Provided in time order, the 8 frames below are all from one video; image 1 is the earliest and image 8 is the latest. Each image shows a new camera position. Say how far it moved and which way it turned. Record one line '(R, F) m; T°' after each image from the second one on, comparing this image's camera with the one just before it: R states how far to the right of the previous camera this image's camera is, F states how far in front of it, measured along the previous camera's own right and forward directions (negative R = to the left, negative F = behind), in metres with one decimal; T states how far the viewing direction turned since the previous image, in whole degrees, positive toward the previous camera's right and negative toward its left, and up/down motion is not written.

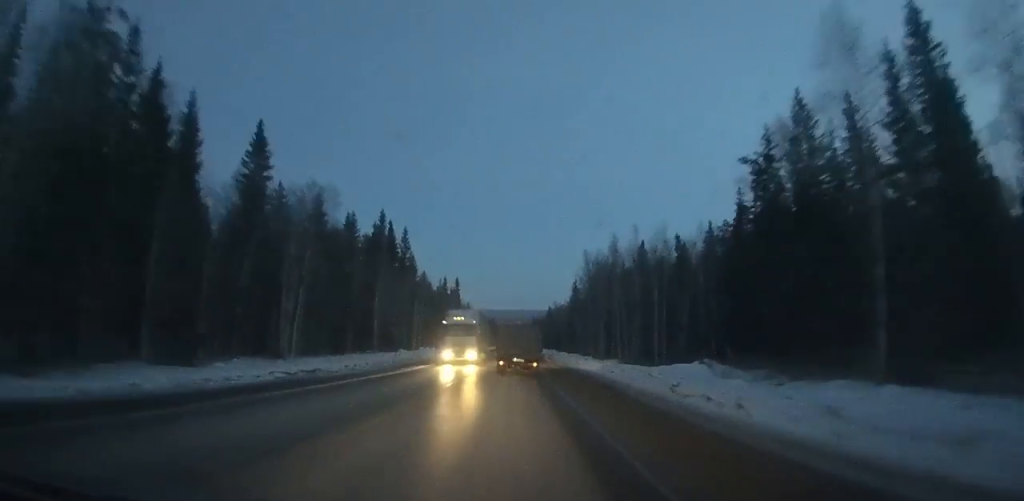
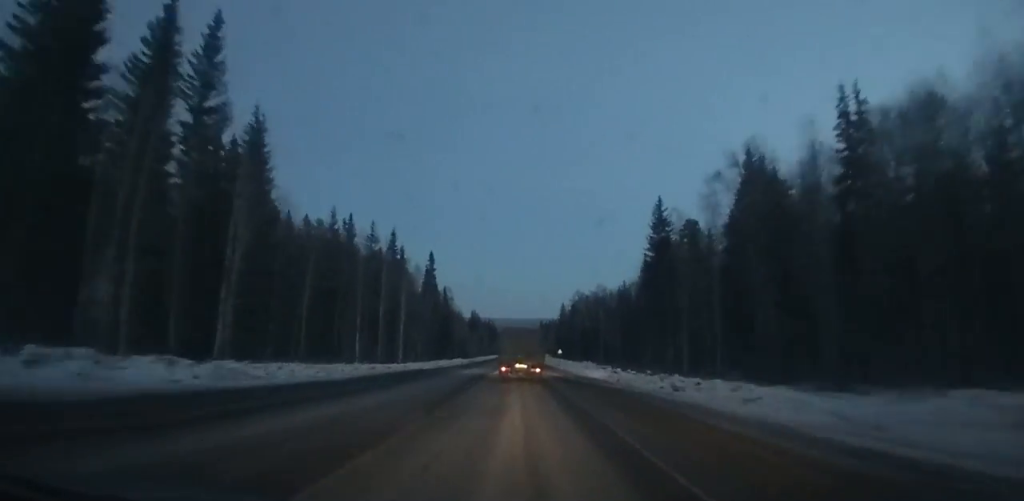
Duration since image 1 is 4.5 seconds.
(-0.3, +85.6) m; 0°
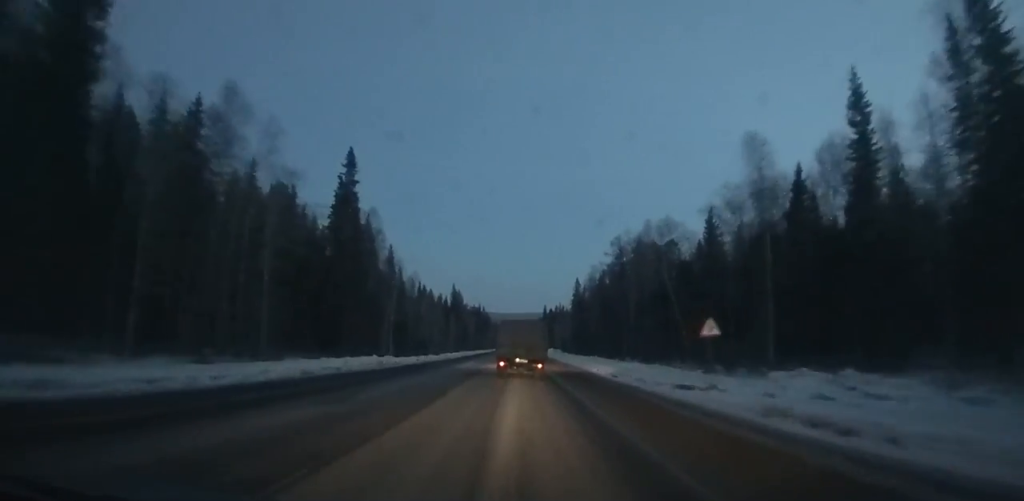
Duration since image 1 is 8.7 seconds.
(+0.6, +85.1) m; +1°
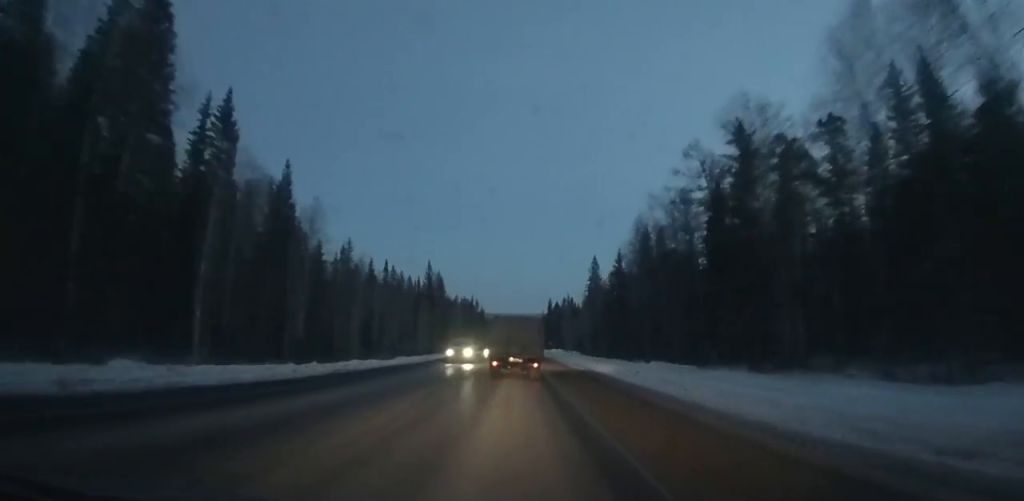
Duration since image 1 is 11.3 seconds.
(+0.3, +52.8) m; 0°
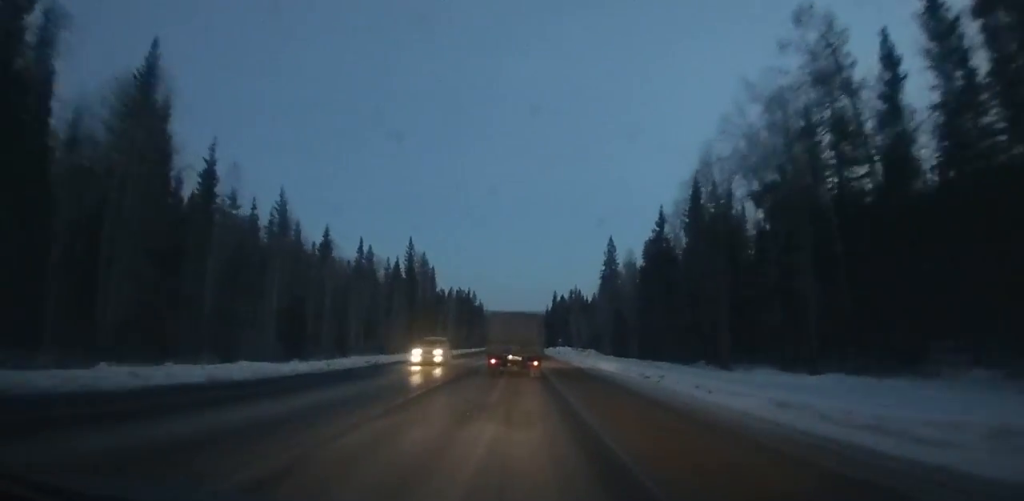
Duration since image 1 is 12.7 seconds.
(0.0, +27.9) m; 0°
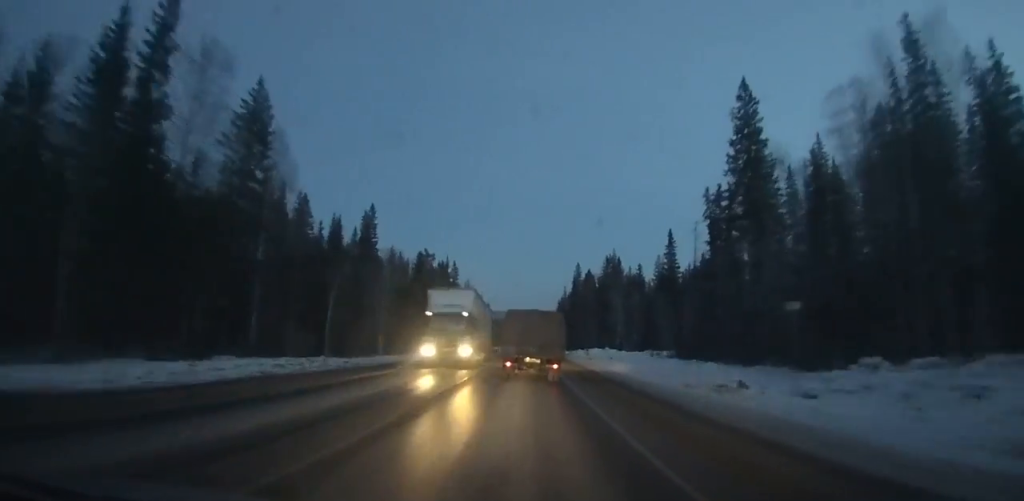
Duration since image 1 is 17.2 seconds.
(-0.2, +84.9) m; 0°
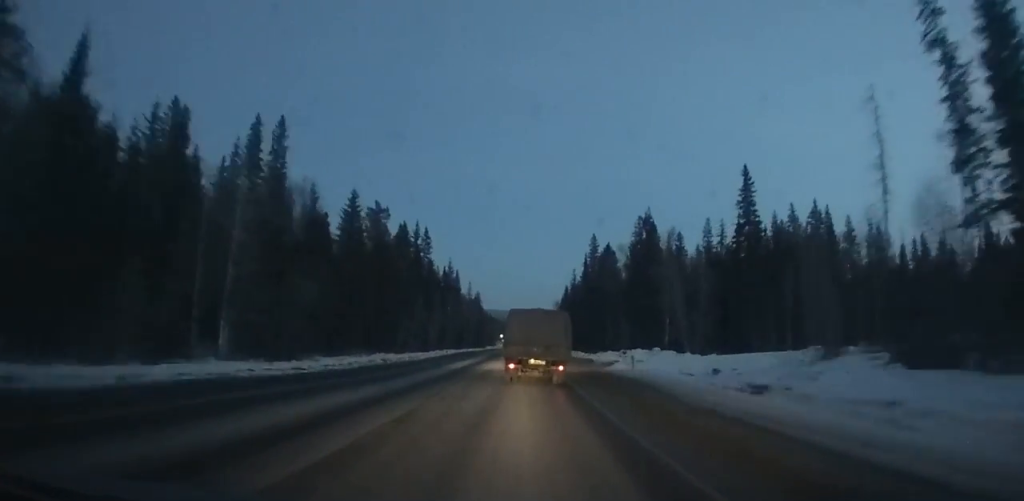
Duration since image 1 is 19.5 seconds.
(+0.3, +41.6) m; 0°
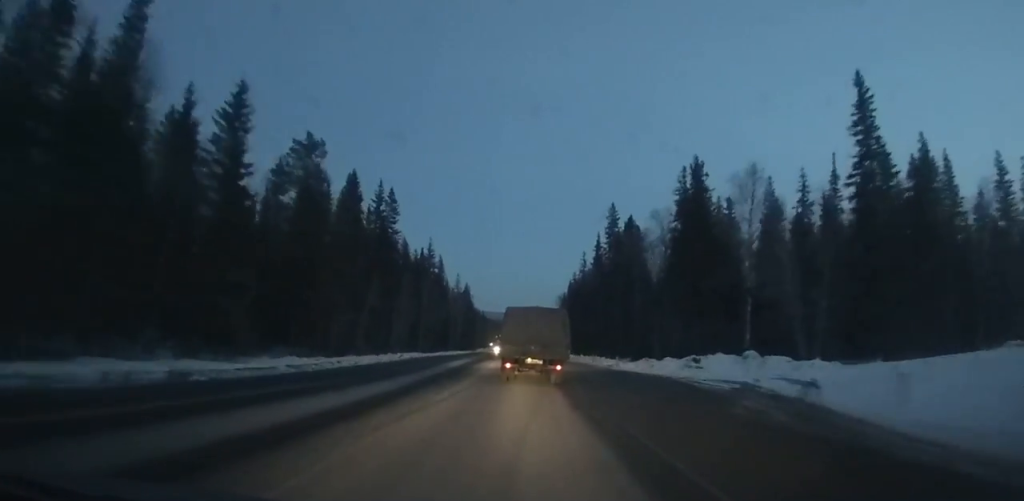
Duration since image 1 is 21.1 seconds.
(0.0, +28.2) m; 0°
